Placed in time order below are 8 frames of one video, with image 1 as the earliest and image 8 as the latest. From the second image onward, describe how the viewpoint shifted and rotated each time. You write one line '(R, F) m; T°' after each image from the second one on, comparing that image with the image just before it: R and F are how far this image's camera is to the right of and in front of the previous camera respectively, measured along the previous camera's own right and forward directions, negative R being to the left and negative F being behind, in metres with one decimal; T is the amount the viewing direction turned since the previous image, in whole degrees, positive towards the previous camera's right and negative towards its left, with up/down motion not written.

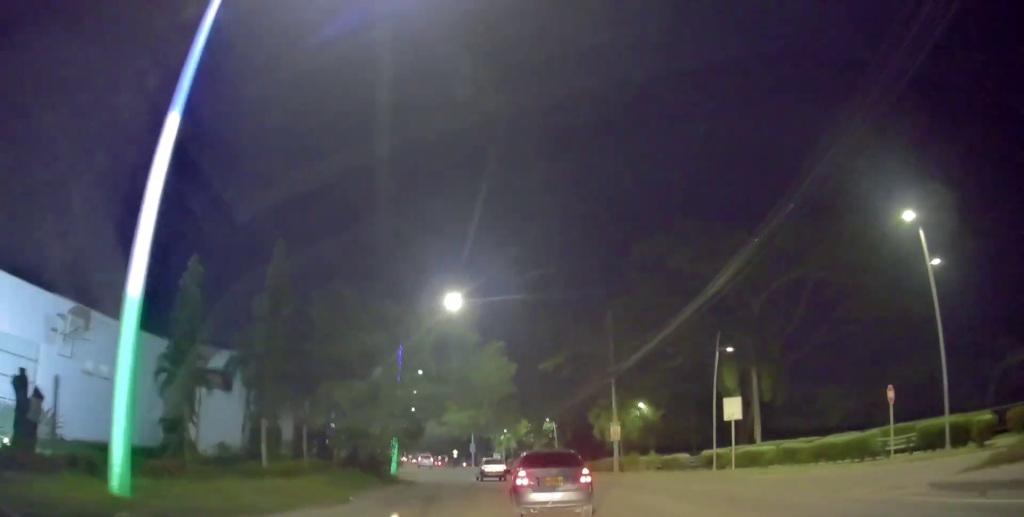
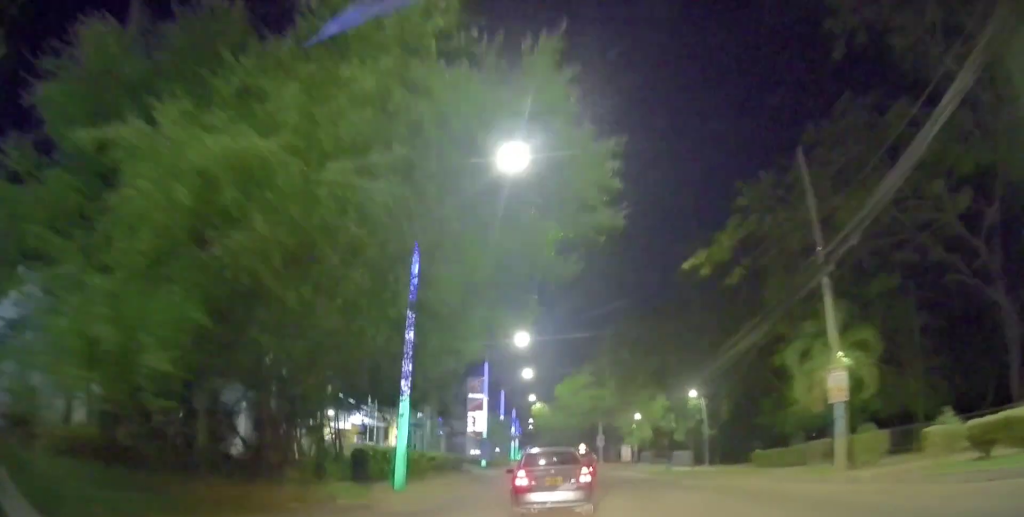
(-1.8, +19.5) m; -16°
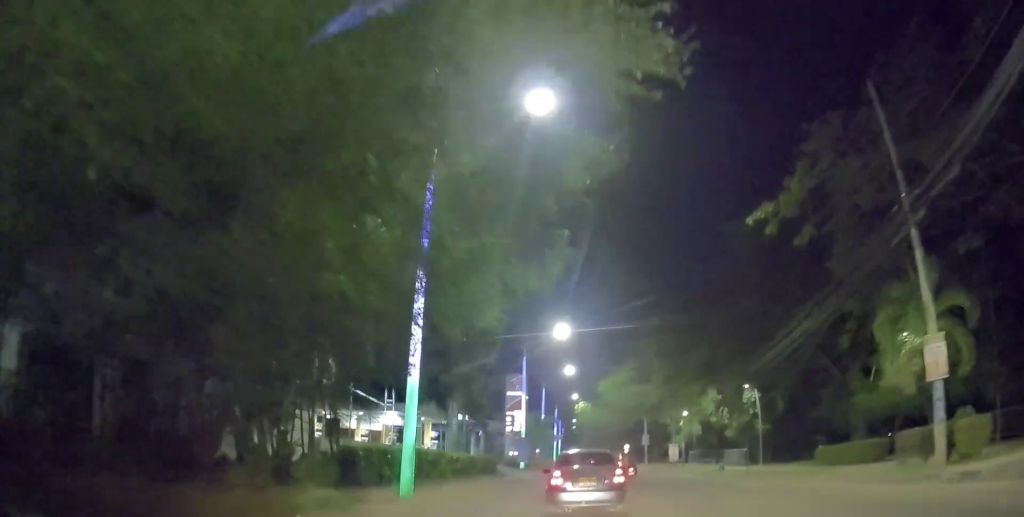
(-0.3, +3.2) m; -1°
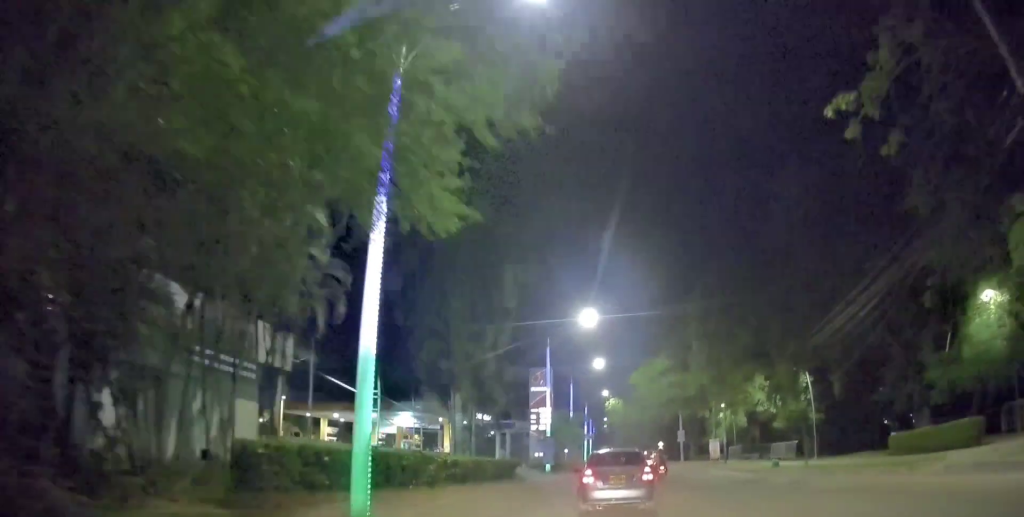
(-0.2, +5.2) m; -1°
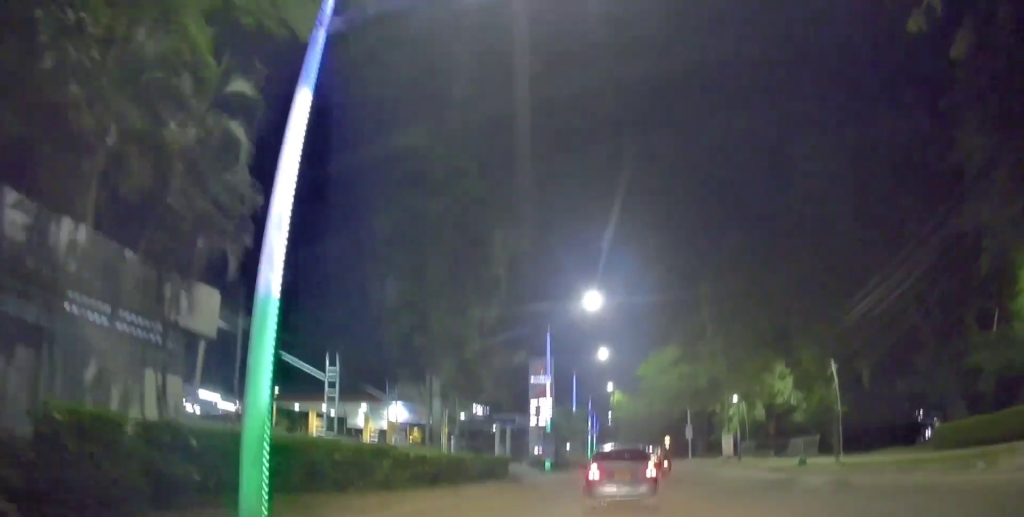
(+0.2, +3.8) m; 0°
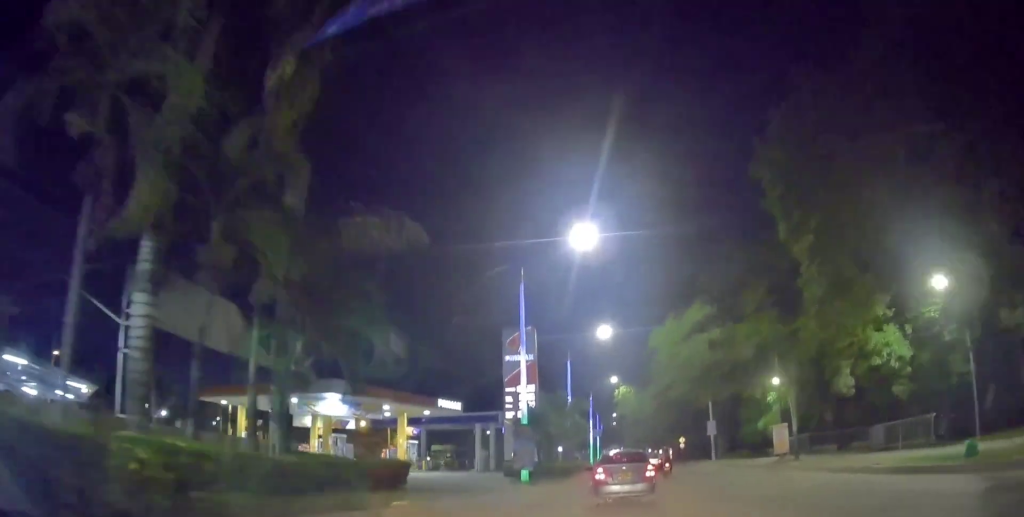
(0.0, +13.5) m; +1°
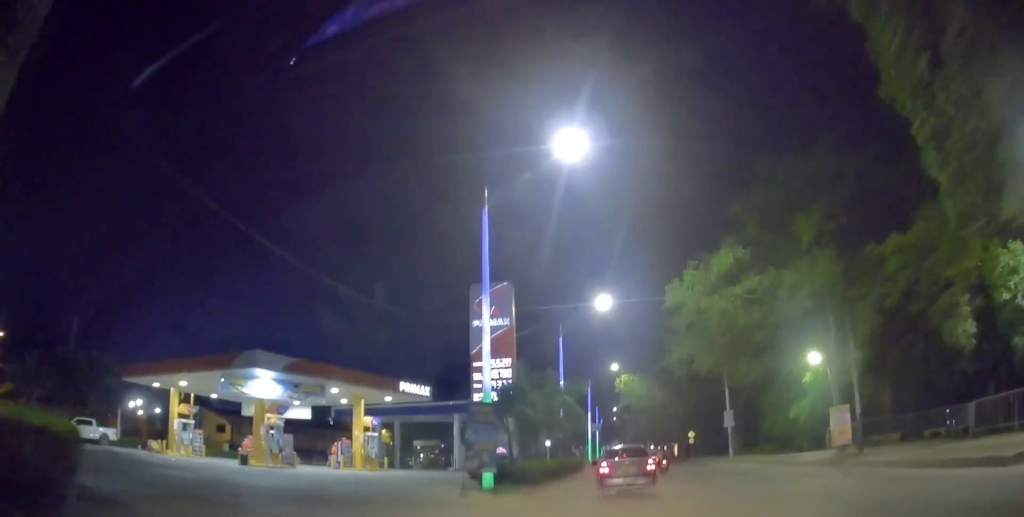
(0.0, +8.8) m; -1°
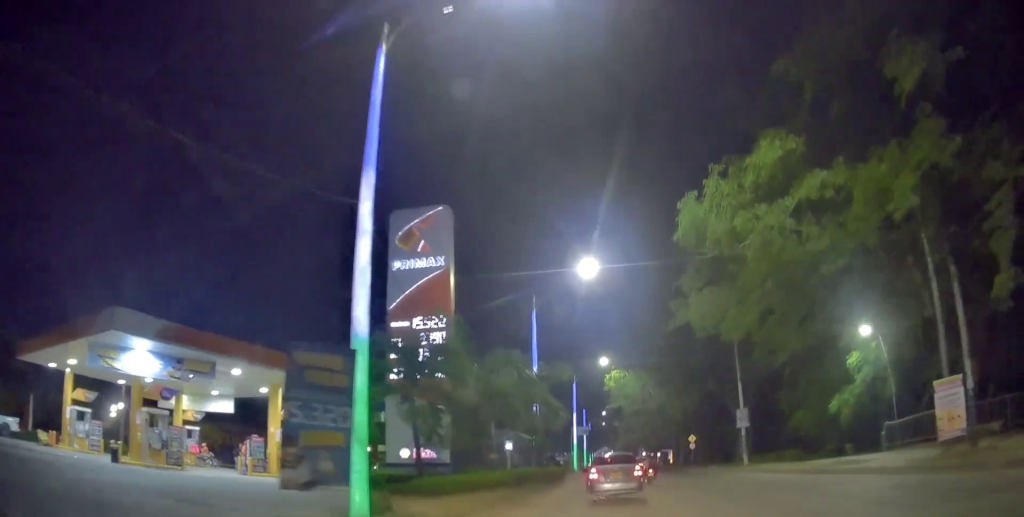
(-0.1, +9.5) m; +1°
